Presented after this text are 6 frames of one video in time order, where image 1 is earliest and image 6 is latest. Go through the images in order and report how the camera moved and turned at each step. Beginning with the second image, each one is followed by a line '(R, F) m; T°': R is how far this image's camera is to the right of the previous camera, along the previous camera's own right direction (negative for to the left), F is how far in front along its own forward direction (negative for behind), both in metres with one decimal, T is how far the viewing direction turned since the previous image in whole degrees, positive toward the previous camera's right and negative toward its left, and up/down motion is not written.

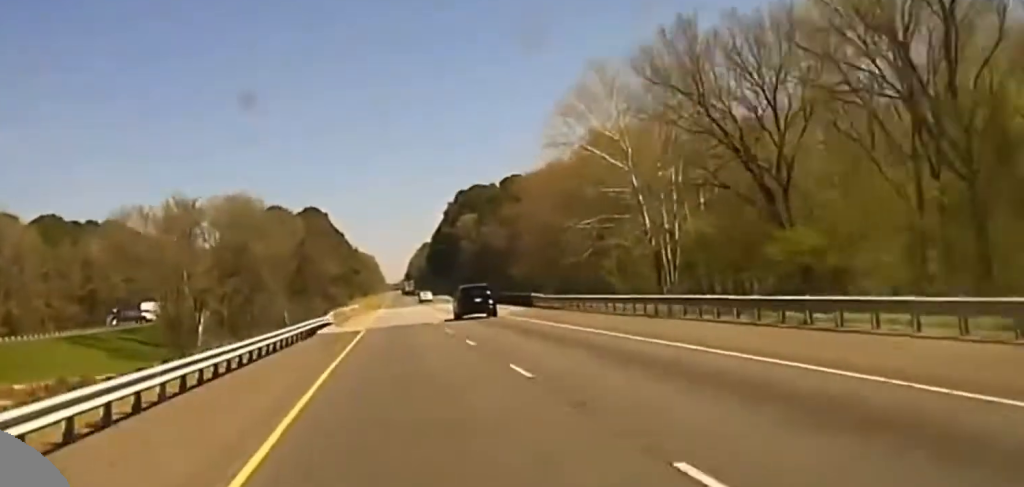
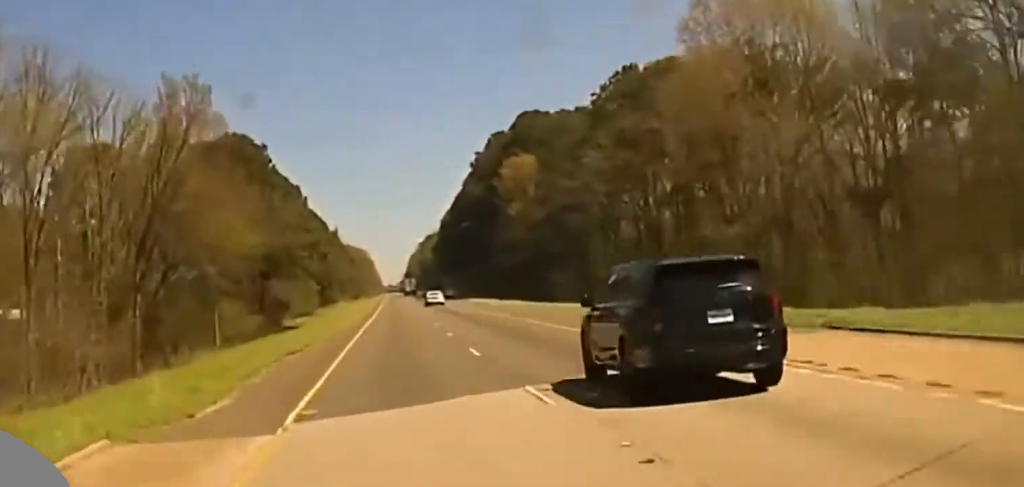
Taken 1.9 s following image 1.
(0.0, +104.7) m; 0°
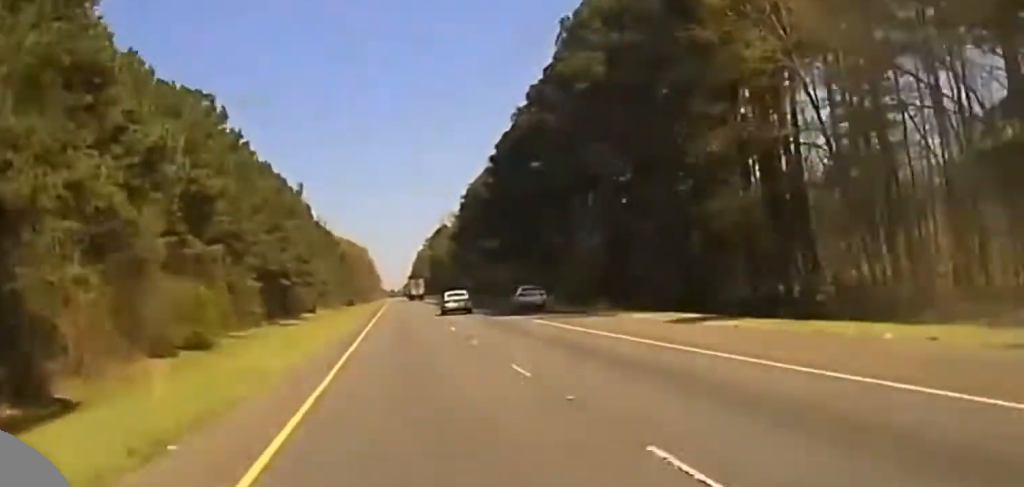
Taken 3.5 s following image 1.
(-0.8, +95.3) m; 0°
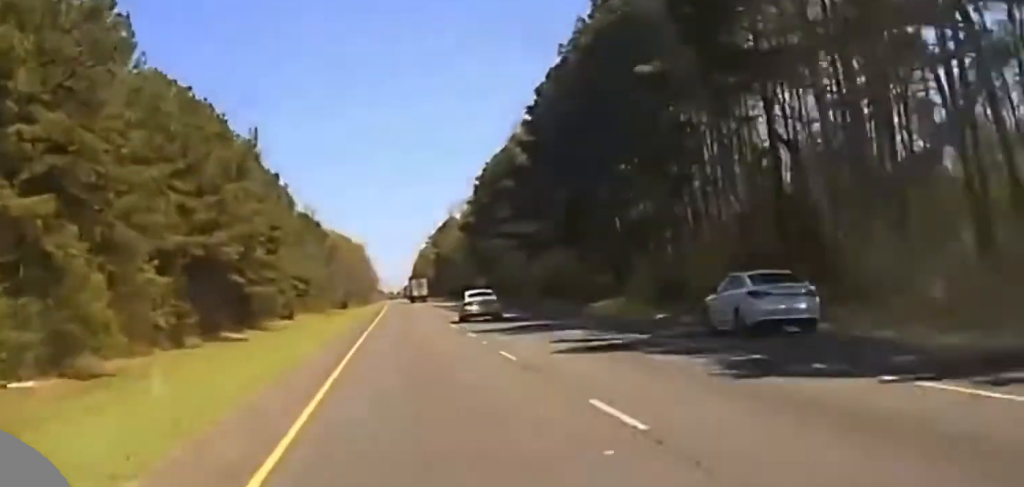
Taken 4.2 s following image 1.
(+0.4, +44.1) m; 0°
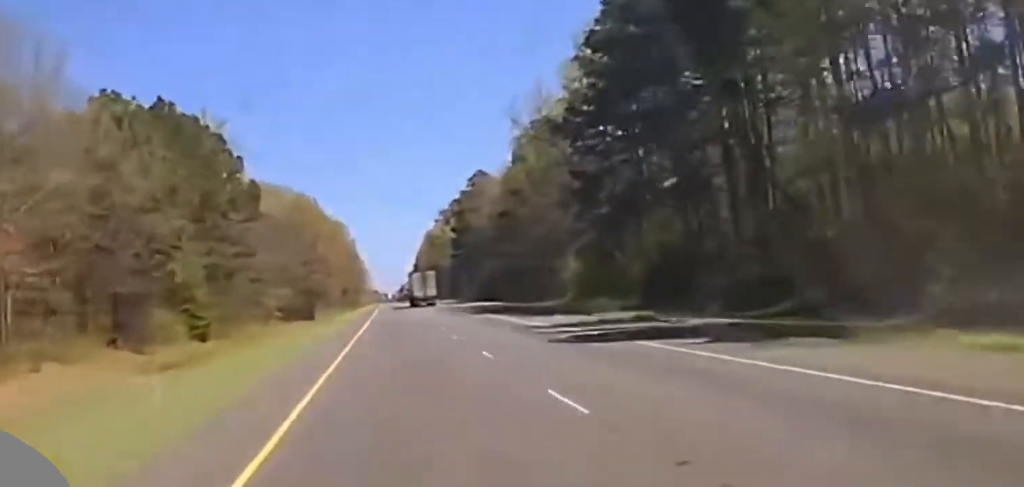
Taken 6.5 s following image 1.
(+0.4, +140.6) m; 0°
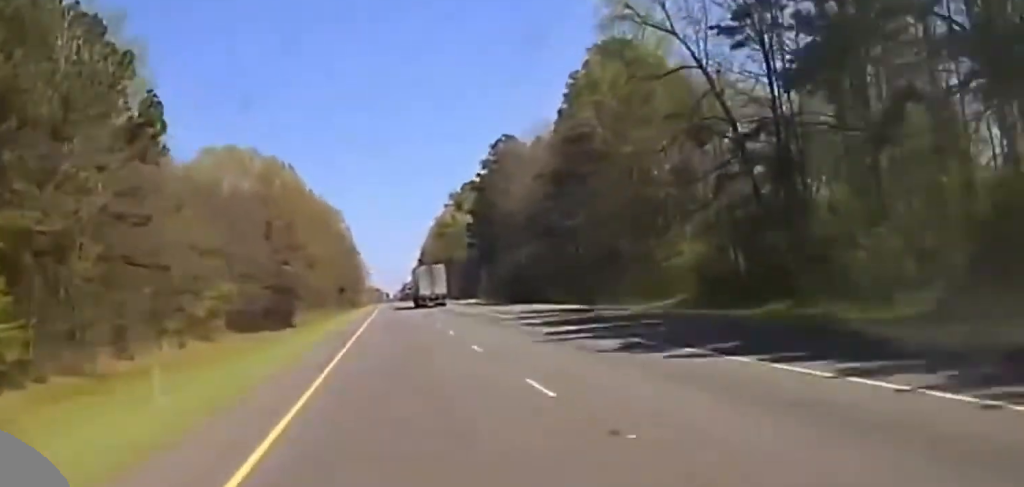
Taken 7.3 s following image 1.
(-0.1, +43.5) m; 0°
